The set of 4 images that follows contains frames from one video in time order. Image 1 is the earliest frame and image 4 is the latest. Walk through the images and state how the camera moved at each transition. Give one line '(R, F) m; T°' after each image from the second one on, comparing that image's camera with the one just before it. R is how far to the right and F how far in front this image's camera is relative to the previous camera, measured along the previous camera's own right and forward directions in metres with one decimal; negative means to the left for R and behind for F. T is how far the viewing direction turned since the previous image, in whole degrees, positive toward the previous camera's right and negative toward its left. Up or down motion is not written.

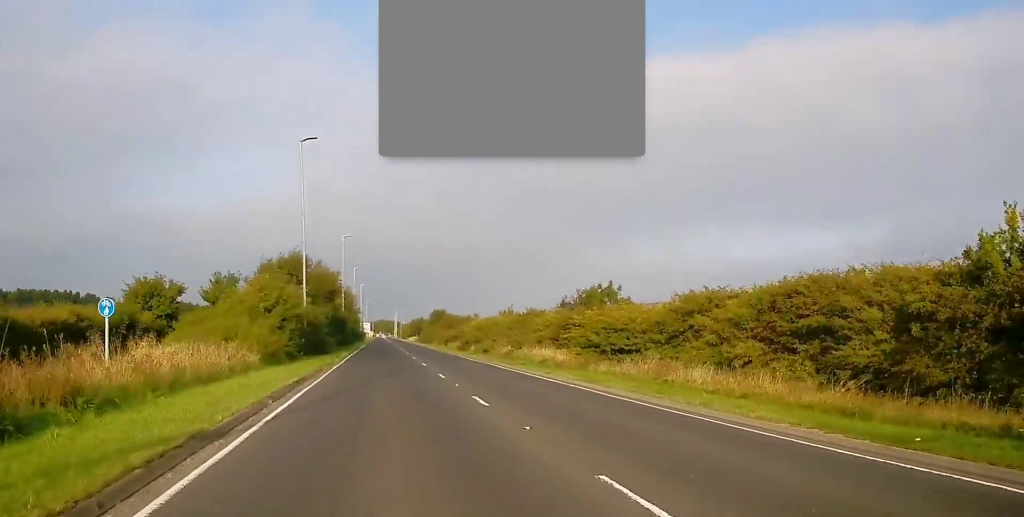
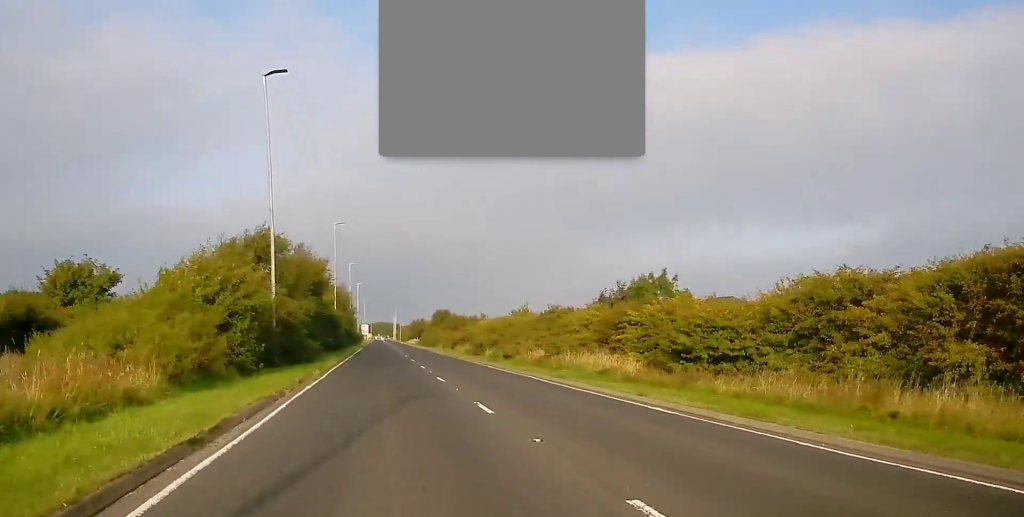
(-0.2, +10.1) m; -1°
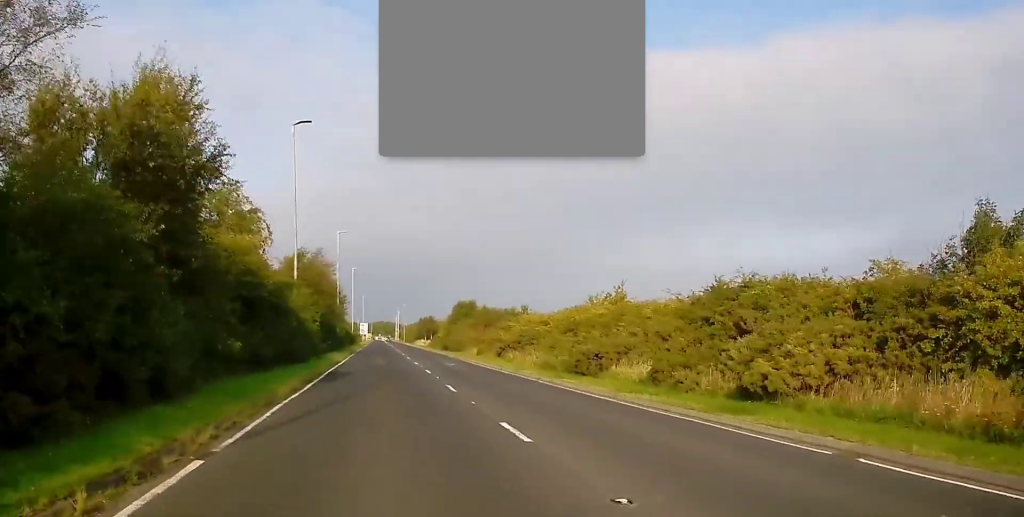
(-0.2, +30.1) m; +1°
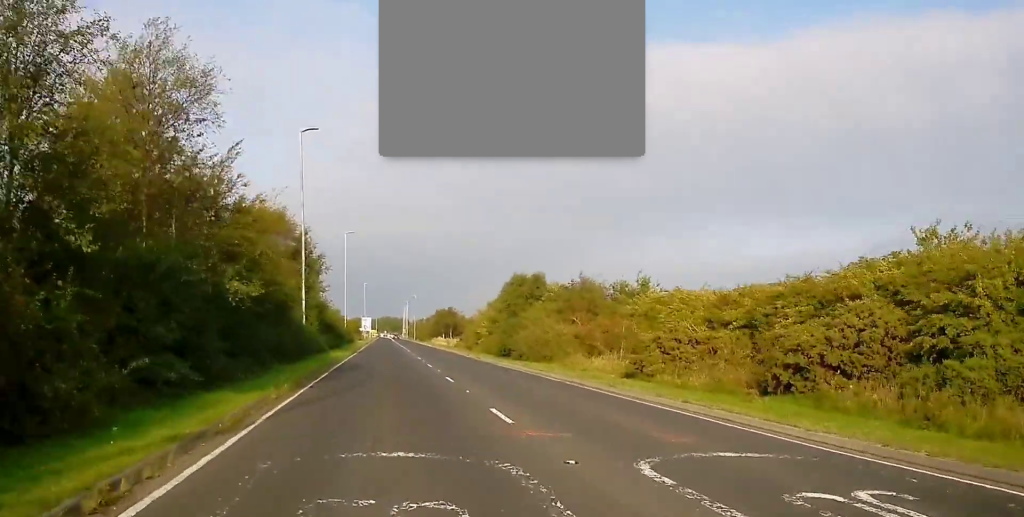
(0.0, +34.6) m; 0°
